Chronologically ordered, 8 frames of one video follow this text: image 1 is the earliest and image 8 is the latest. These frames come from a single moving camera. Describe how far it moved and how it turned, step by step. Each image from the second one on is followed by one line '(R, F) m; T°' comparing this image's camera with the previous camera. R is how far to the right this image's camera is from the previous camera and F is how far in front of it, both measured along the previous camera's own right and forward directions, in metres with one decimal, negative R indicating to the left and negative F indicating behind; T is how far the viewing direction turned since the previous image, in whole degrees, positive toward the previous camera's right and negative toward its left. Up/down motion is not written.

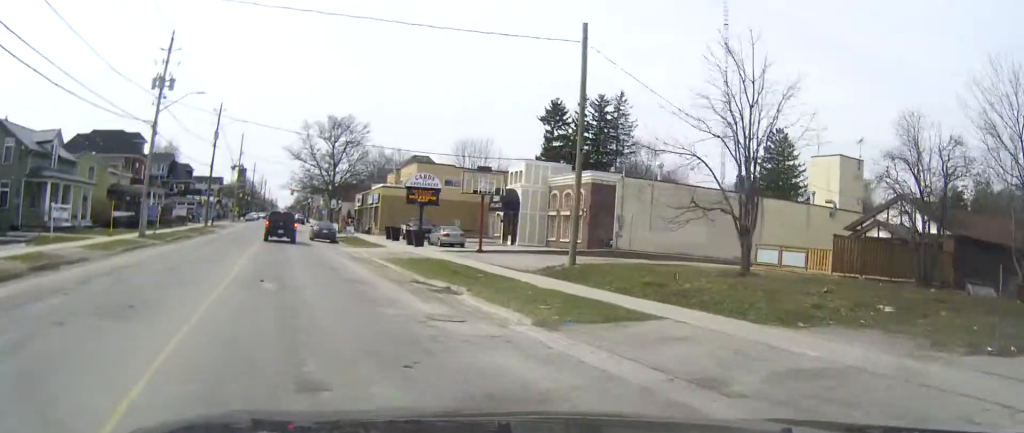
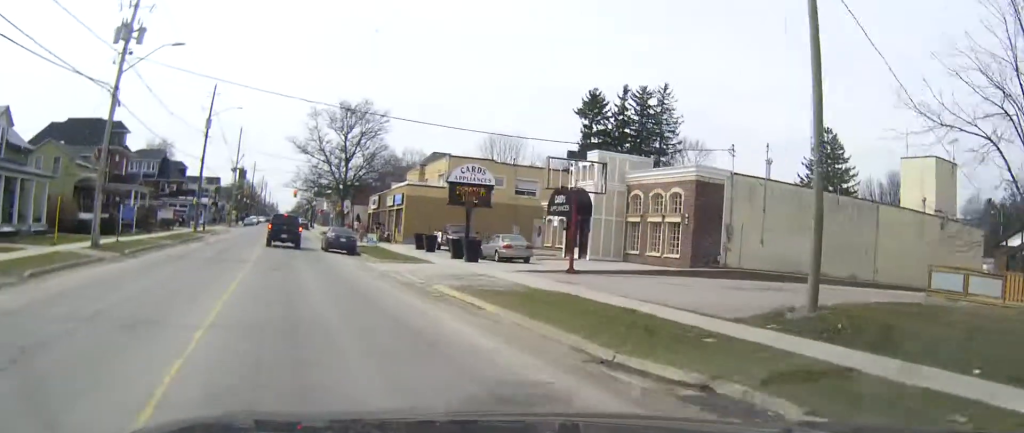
(0.0, +12.2) m; 0°
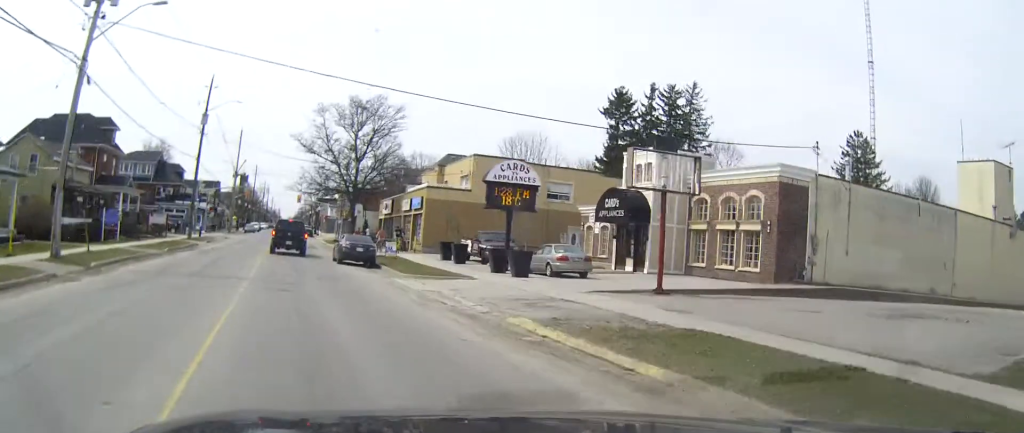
(0.0, +6.7) m; 0°
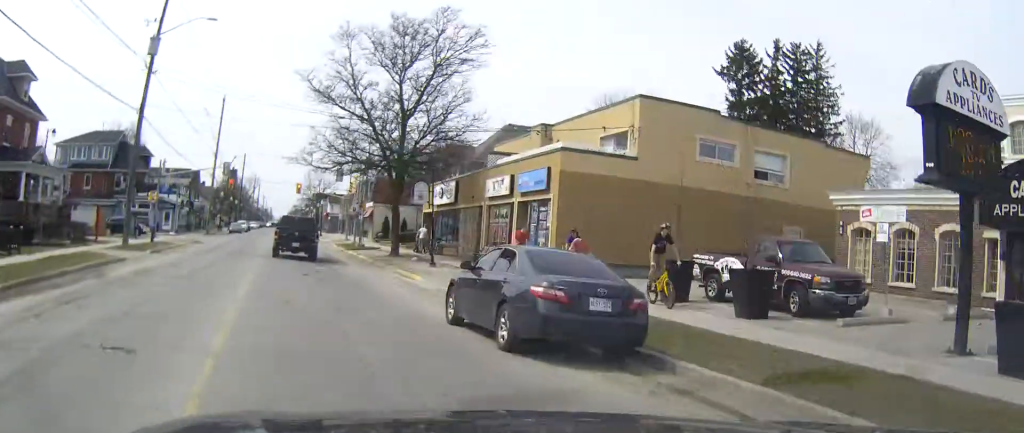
(0.0, +27.0) m; 0°
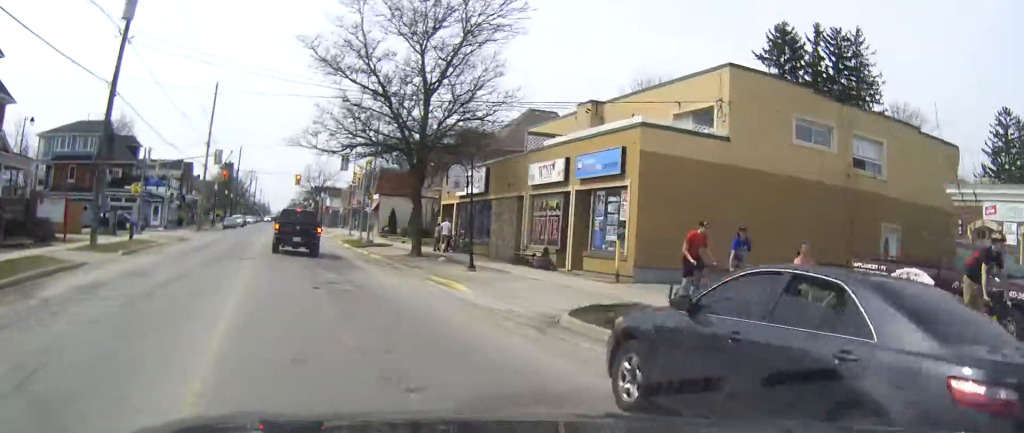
(0.0, +7.0) m; 0°
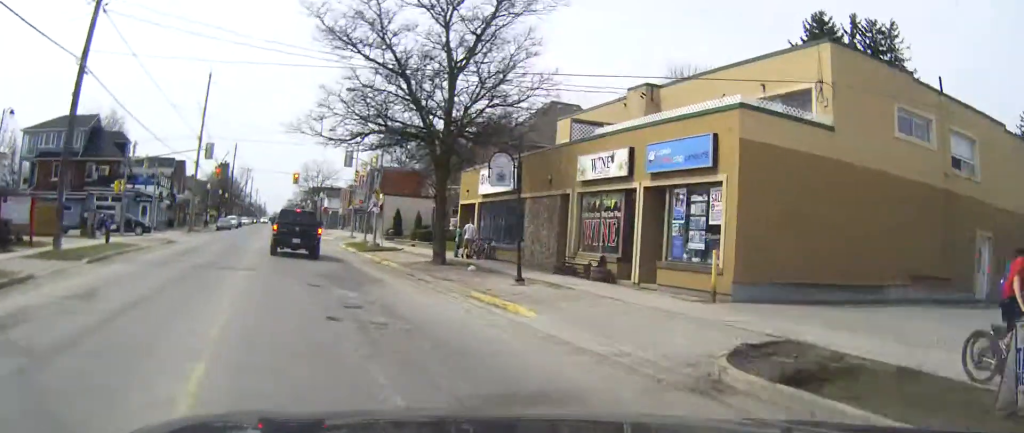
(0.0, +5.5) m; 0°
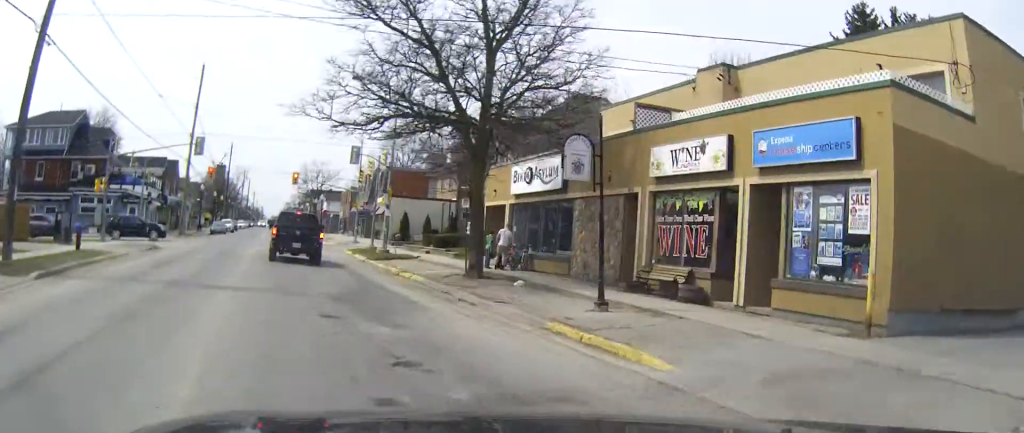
(0.0, +5.6) m; +1°
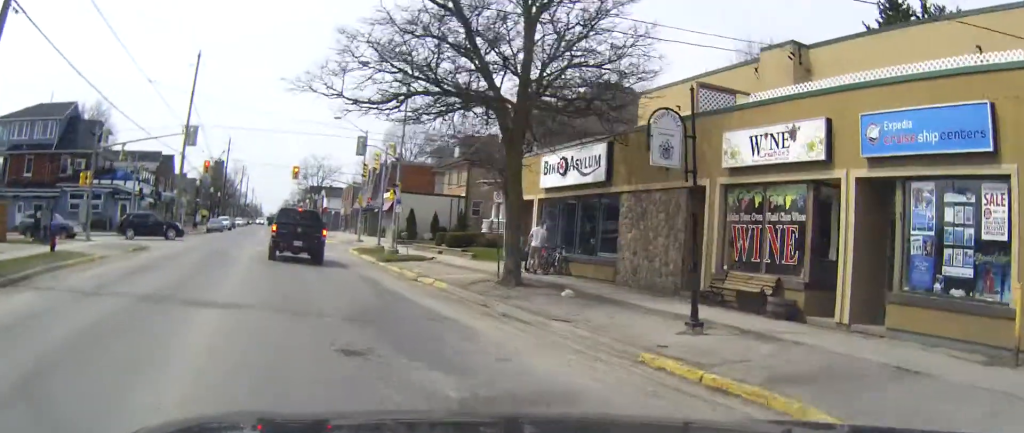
(0.0, +3.6) m; 0°
